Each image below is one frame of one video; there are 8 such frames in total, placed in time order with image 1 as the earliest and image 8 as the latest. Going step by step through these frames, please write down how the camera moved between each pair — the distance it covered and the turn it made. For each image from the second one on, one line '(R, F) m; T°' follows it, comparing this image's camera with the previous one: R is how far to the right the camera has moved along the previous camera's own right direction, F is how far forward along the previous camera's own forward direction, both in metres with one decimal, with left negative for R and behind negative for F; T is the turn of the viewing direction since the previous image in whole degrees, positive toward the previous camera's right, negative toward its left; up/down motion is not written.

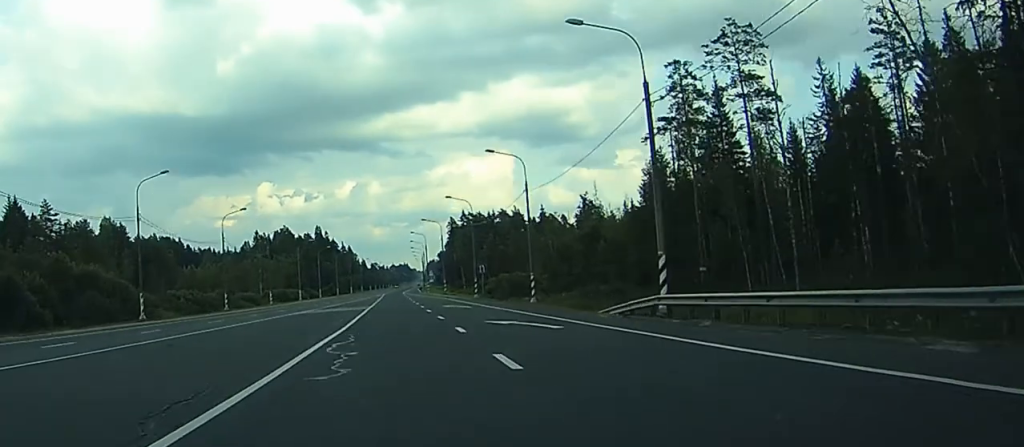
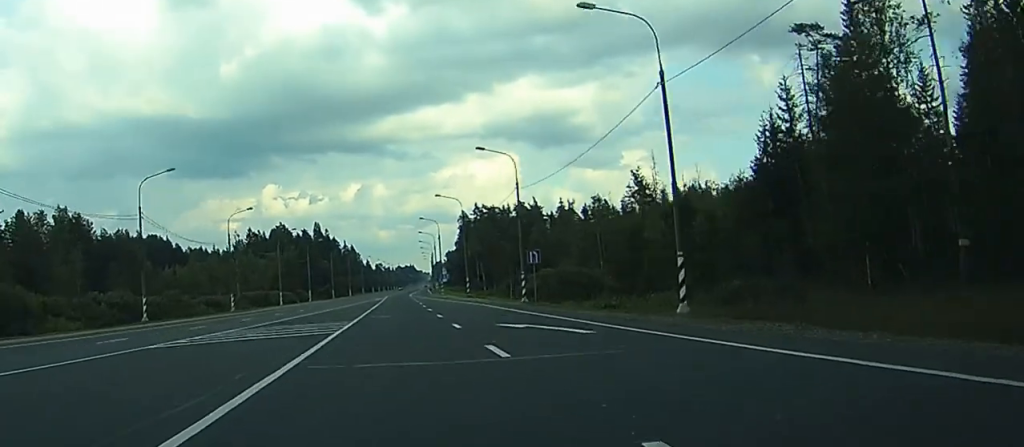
(-0.1, +33.3) m; 0°
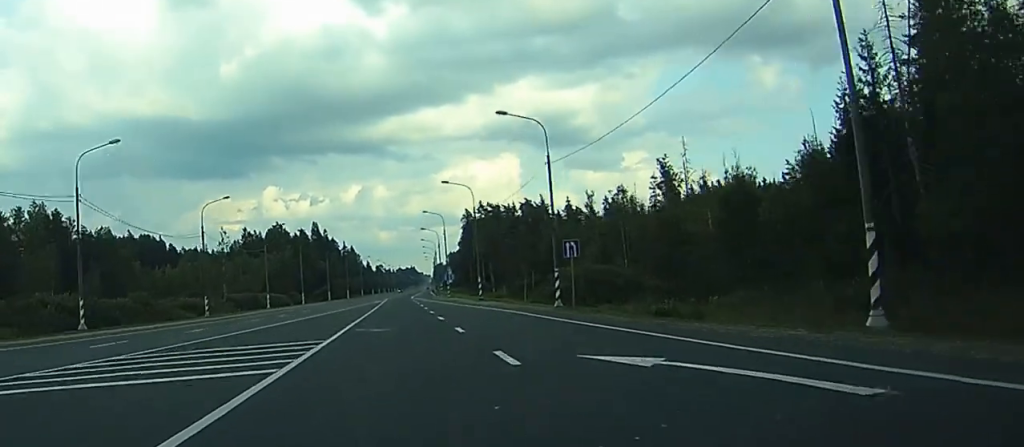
(0.0, +13.4) m; 0°
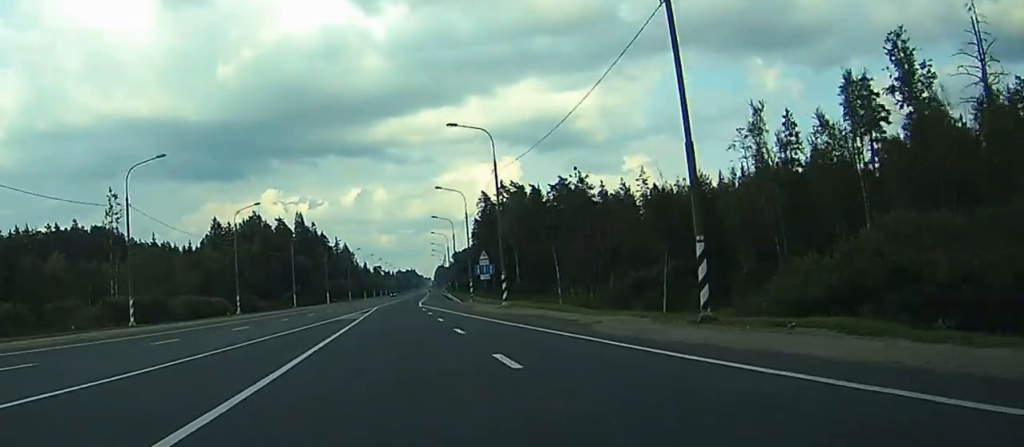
(+0.7, +60.4) m; +2°
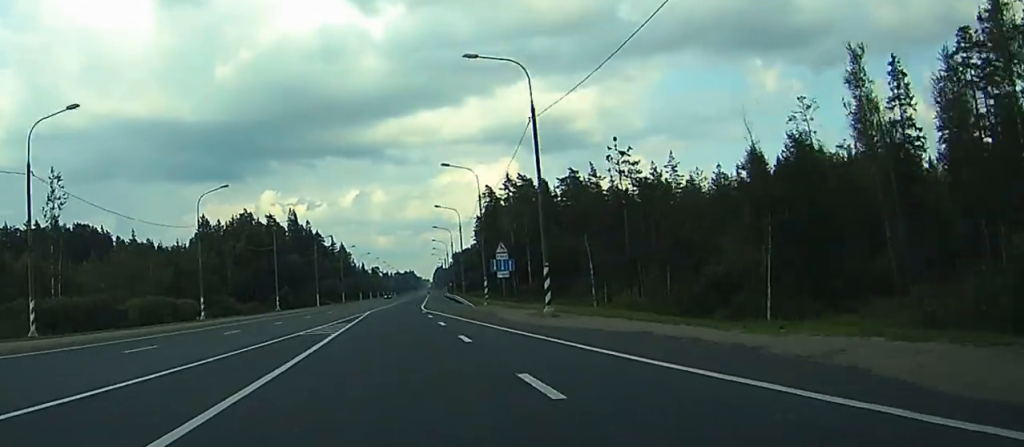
(+0.8, +15.9) m; -1°
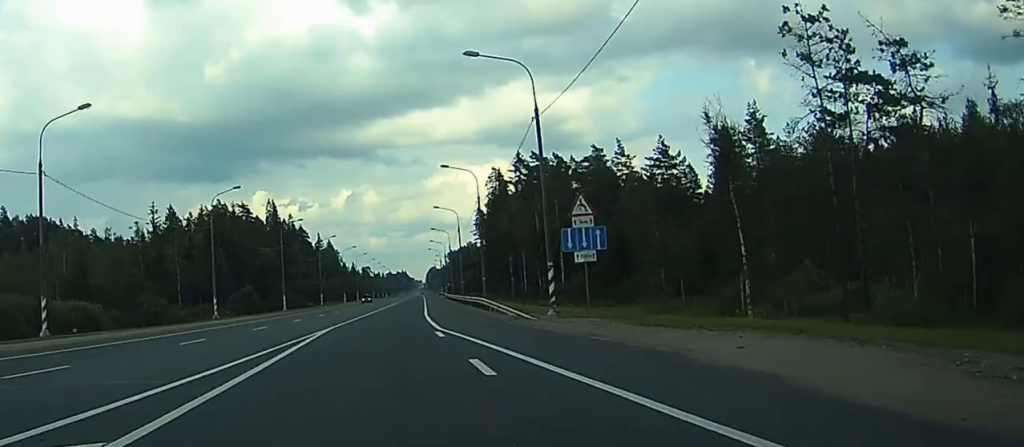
(-2.0, +32.5) m; -2°
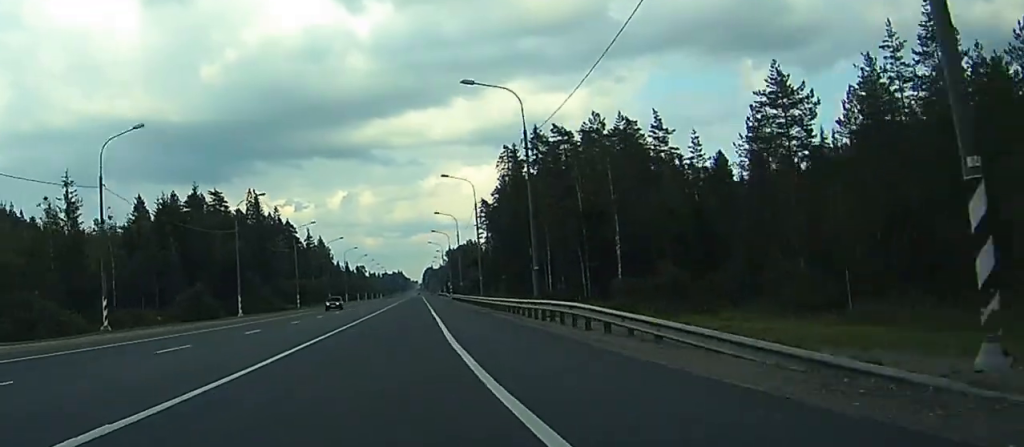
(+1.1, +27.9) m; +2°
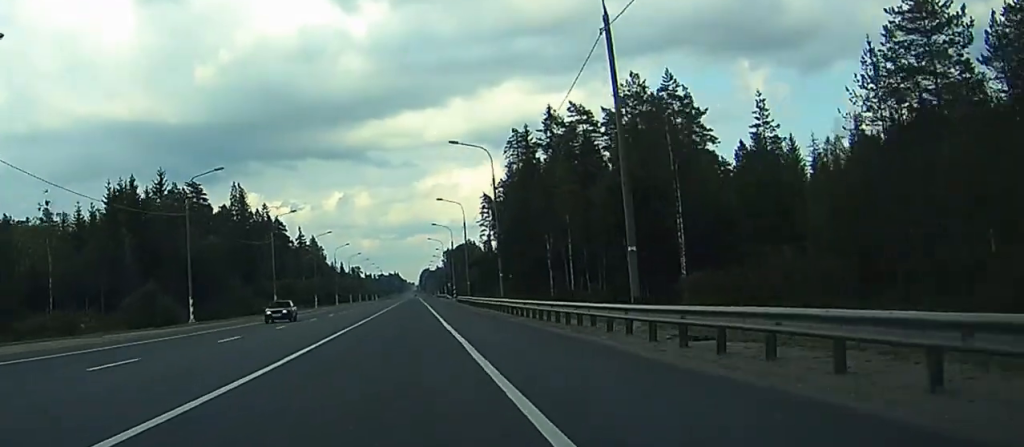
(+0.1, +17.7) m; 0°
